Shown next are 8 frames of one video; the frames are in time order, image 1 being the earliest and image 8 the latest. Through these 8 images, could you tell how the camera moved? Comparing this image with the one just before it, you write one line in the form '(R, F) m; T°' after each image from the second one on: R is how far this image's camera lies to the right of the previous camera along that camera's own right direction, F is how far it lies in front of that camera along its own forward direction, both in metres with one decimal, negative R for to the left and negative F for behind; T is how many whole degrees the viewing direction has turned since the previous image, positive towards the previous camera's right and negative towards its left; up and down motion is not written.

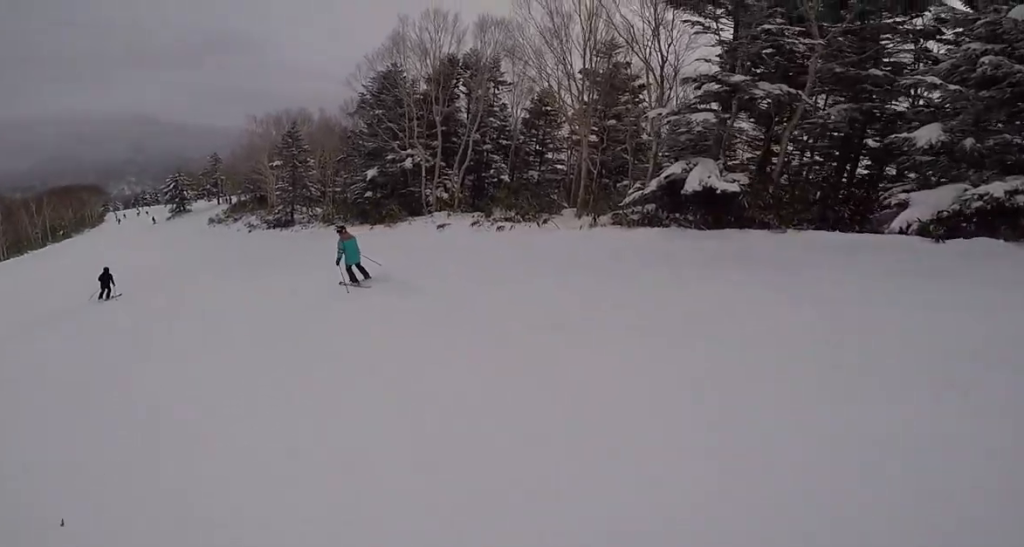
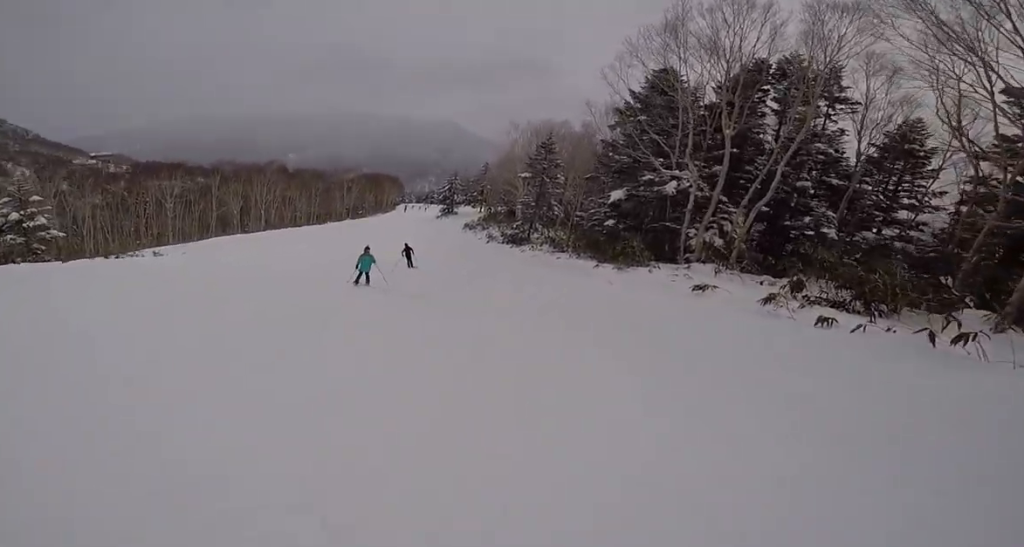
(-1.6, +6.8) m; -29°
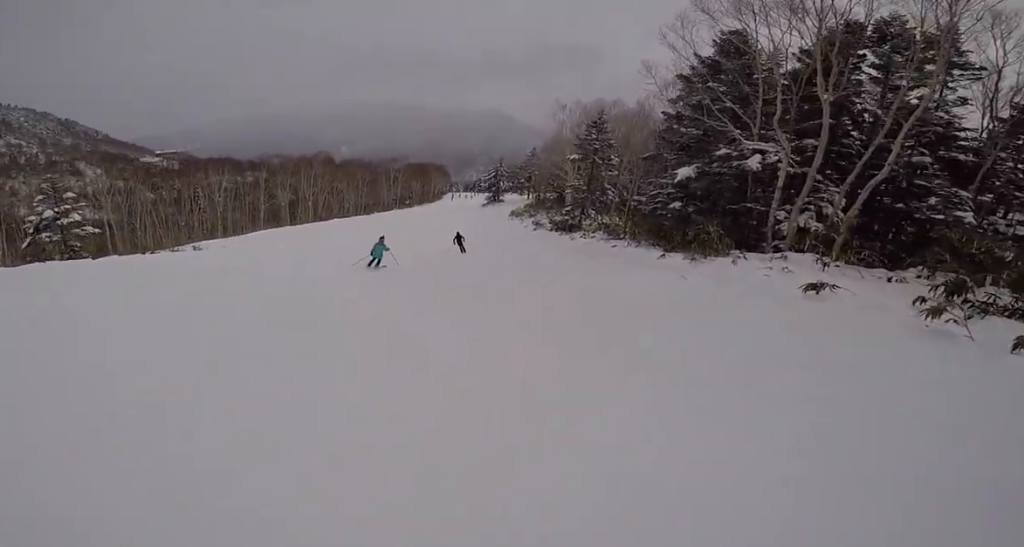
(-0.5, +2.6) m; -1°
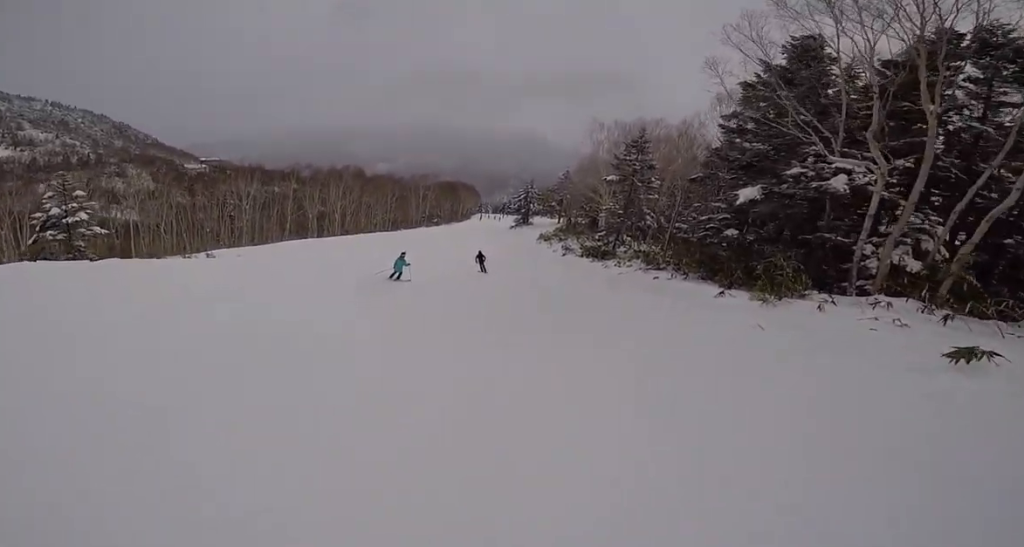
(-0.4, +2.3) m; -1°
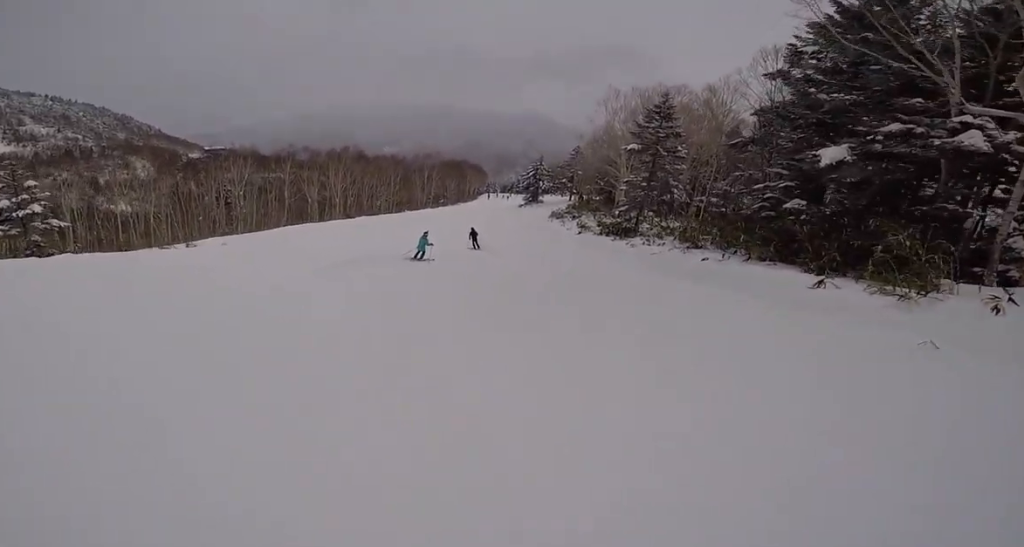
(+0.3, +3.3) m; -2°
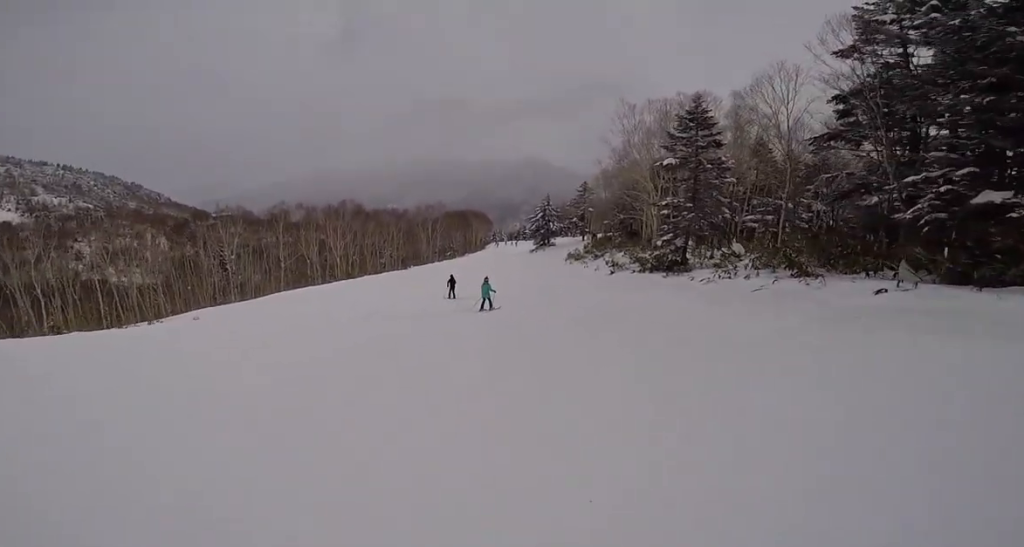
(+0.4, +5.2) m; -2°
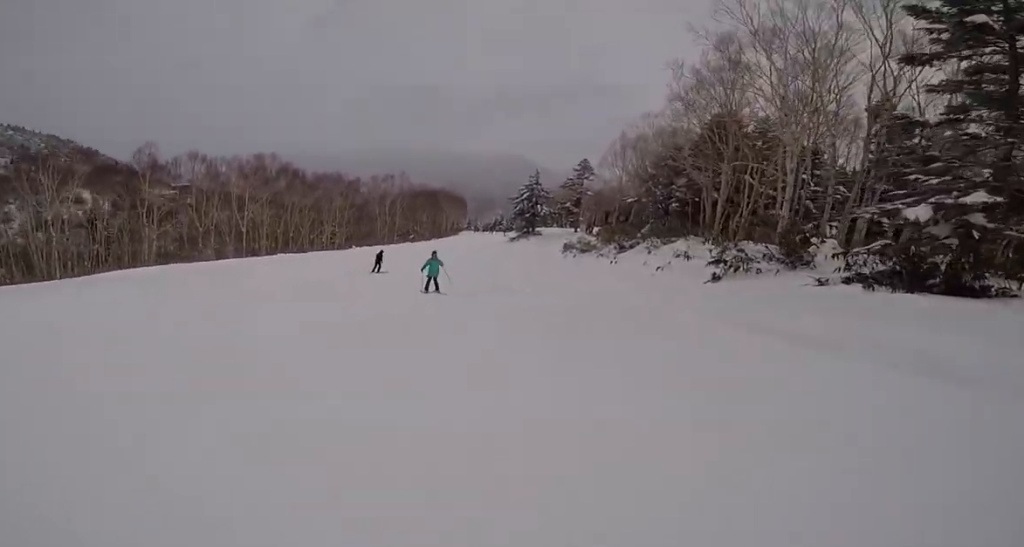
(+0.1, +15.5) m; -2°
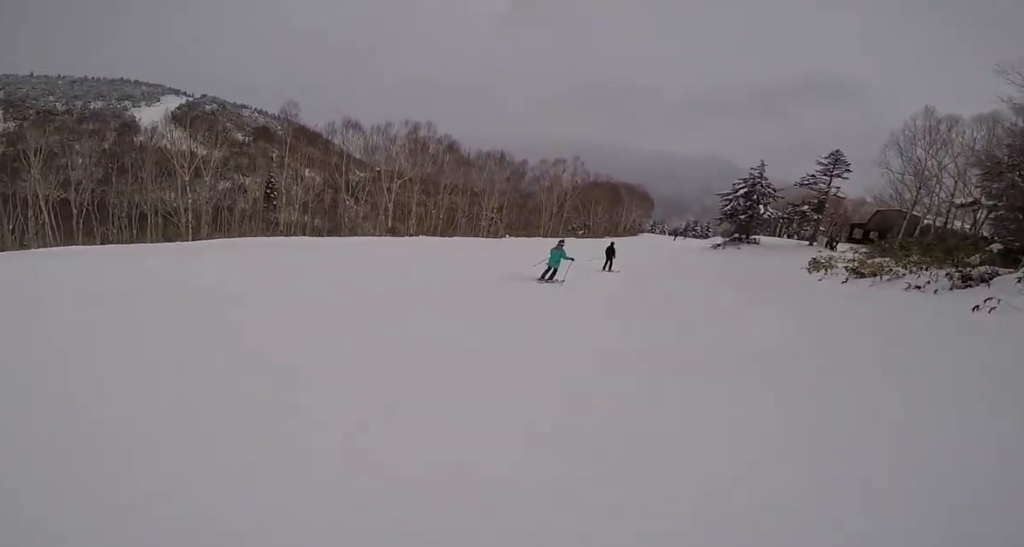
(-1.3, +9.2) m; -8°
